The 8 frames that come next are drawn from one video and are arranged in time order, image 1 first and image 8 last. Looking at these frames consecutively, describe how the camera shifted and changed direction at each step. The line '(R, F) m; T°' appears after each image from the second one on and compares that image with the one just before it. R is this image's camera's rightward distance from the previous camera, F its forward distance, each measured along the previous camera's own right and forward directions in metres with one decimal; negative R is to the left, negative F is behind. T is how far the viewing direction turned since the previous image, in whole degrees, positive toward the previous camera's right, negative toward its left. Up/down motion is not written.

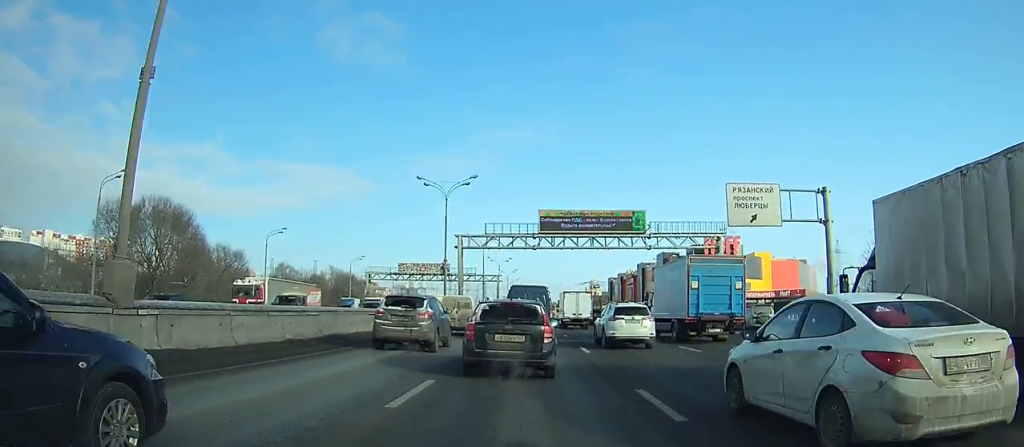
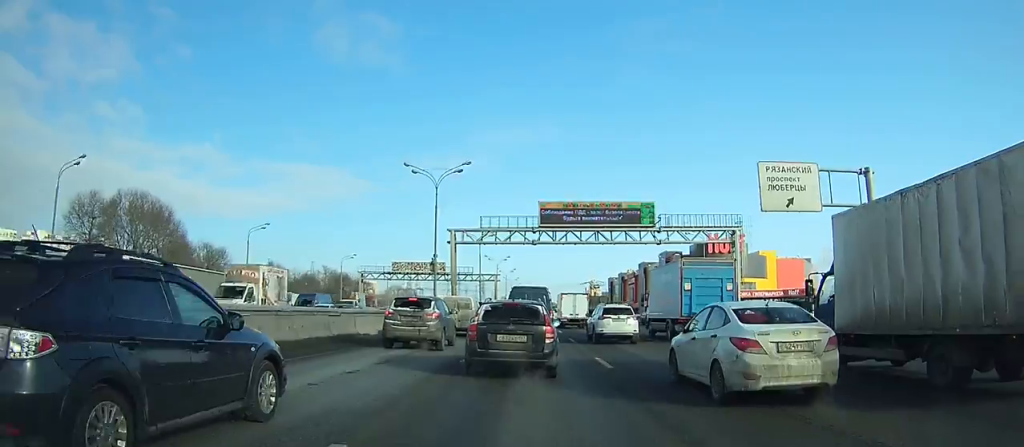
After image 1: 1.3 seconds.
(0.0, +5.6) m; 0°
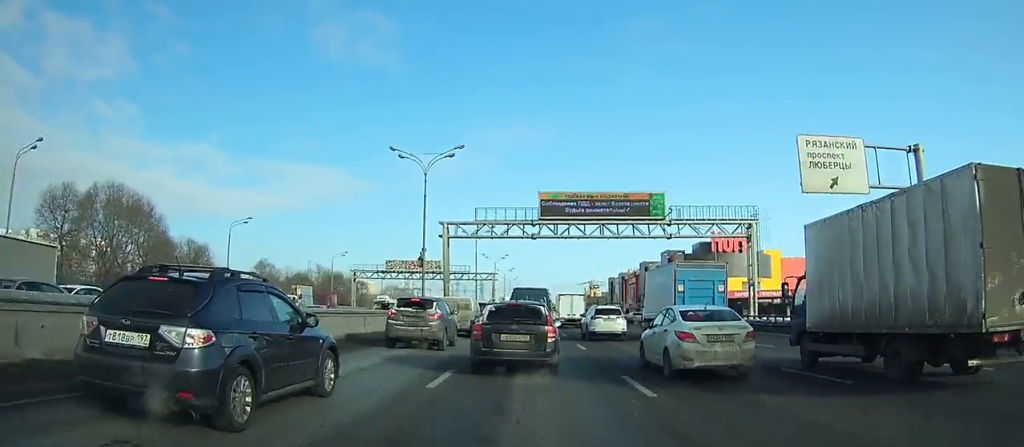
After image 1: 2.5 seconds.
(0.0, +5.2) m; 0°
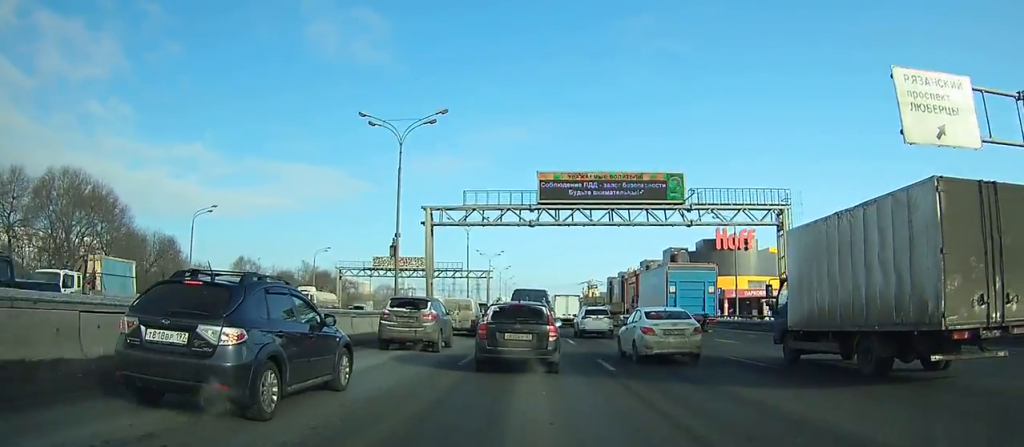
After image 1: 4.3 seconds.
(0.0, +7.9) m; 0°
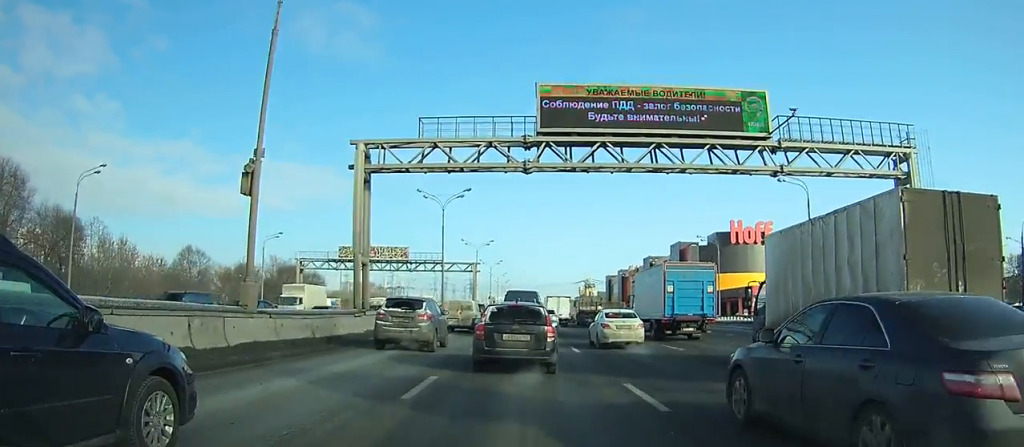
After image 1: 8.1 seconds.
(+0.1, +17.8) m; 0°
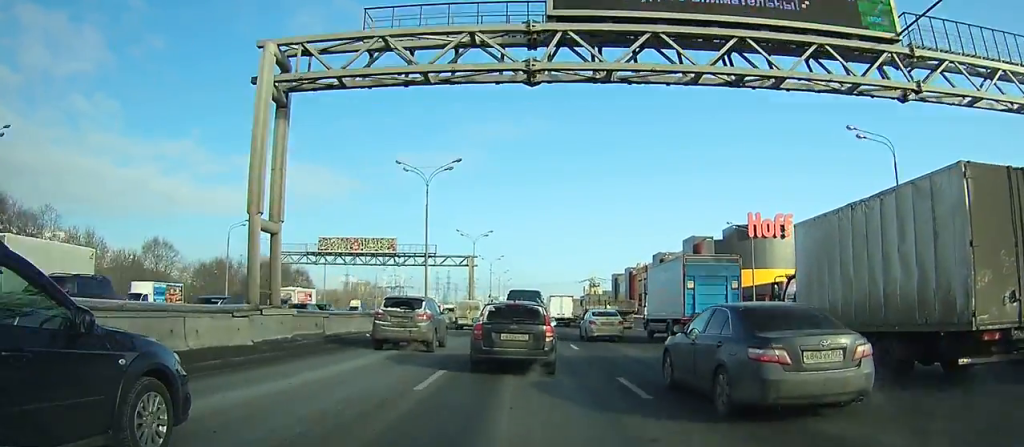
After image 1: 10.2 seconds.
(0.0, +10.1) m; 0°
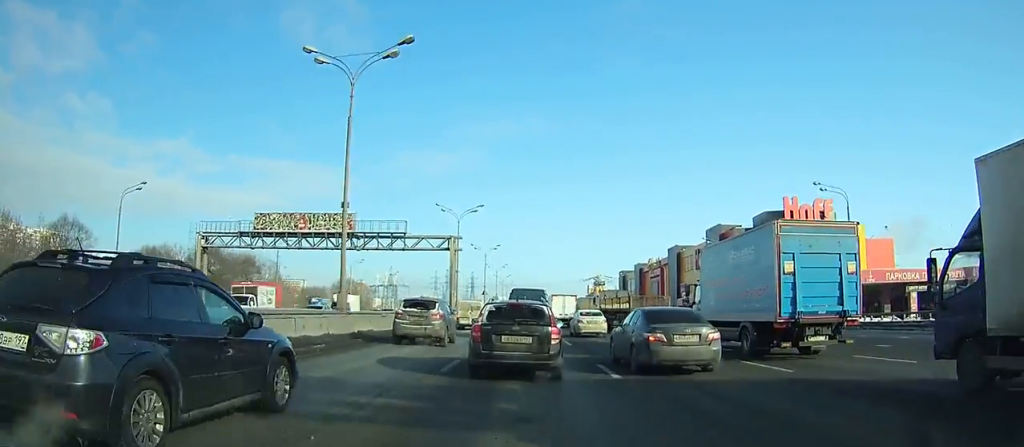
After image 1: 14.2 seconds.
(+0.1, +18.8) m; 0°
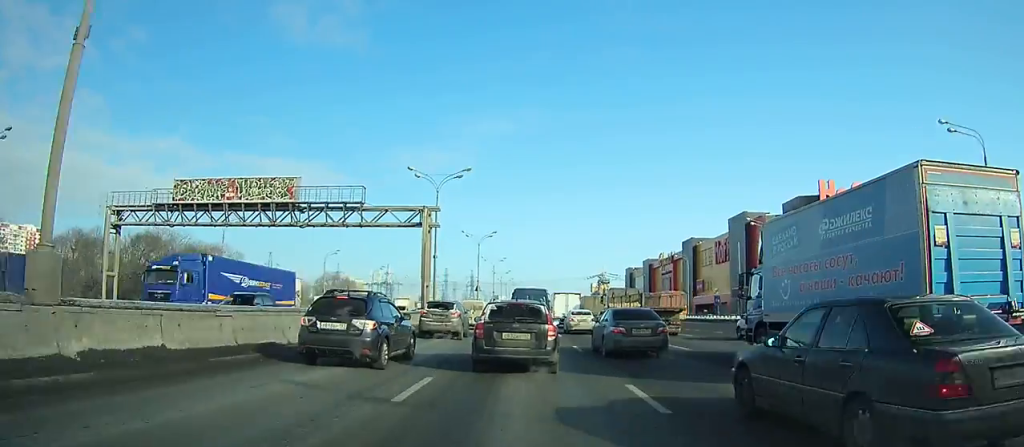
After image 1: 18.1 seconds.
(-0.1, +17.0) m; -1°
